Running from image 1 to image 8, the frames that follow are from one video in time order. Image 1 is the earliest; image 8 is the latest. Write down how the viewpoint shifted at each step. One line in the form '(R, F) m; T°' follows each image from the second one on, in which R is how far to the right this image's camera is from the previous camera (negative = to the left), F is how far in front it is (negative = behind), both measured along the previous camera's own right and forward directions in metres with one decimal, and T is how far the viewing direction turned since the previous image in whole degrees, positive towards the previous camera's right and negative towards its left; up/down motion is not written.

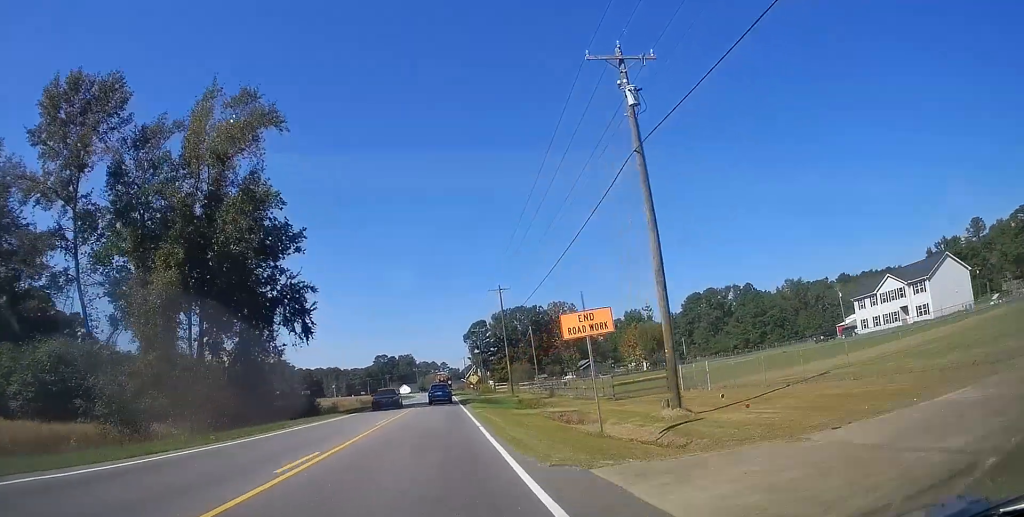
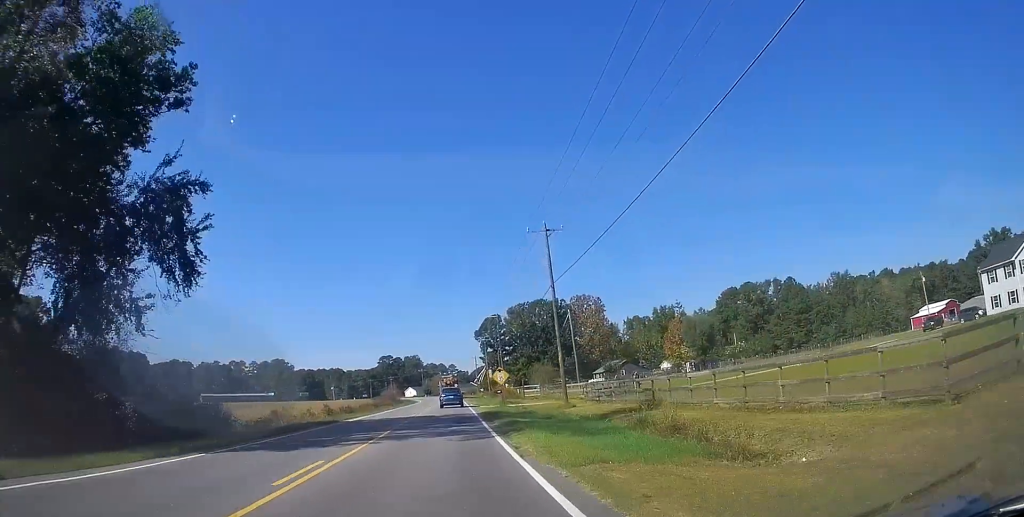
(+0.1, +25.5) m; -1°
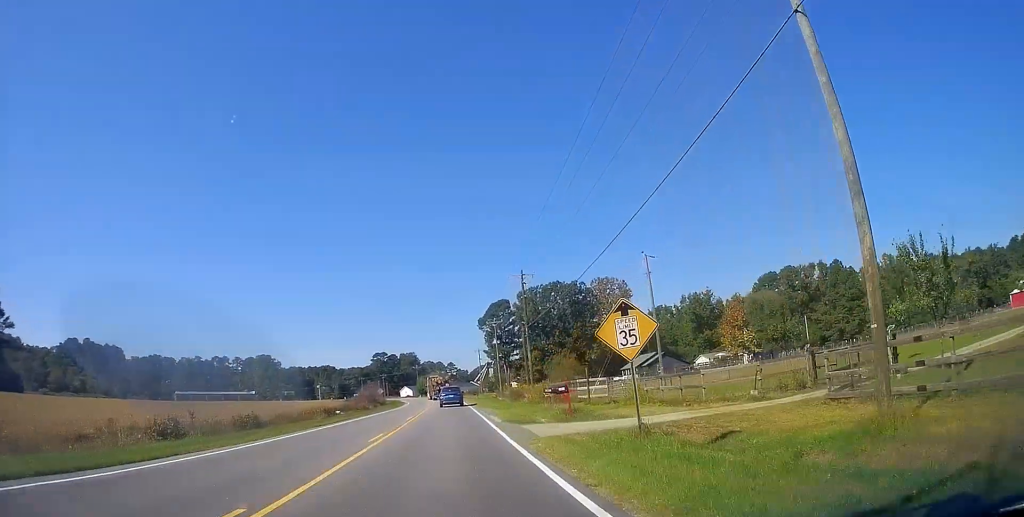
(-0.9, +29.1) m; -2°
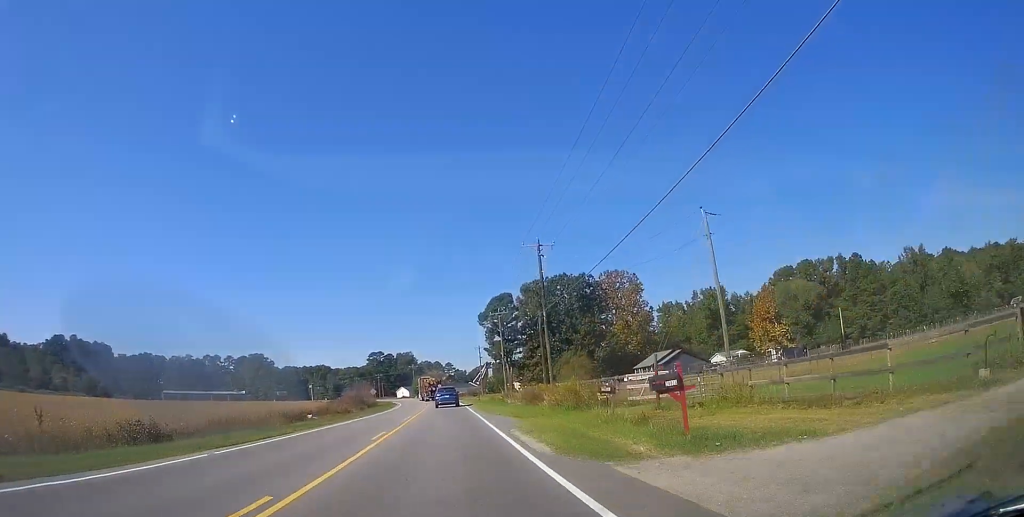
(+0.2, +11.0) m; 0°
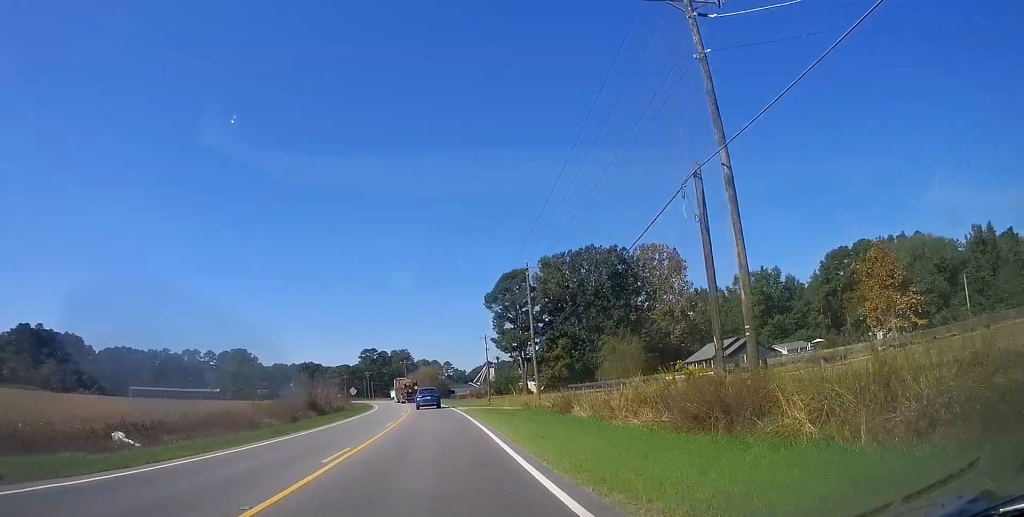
(+0.4, +28.6) m; +1°
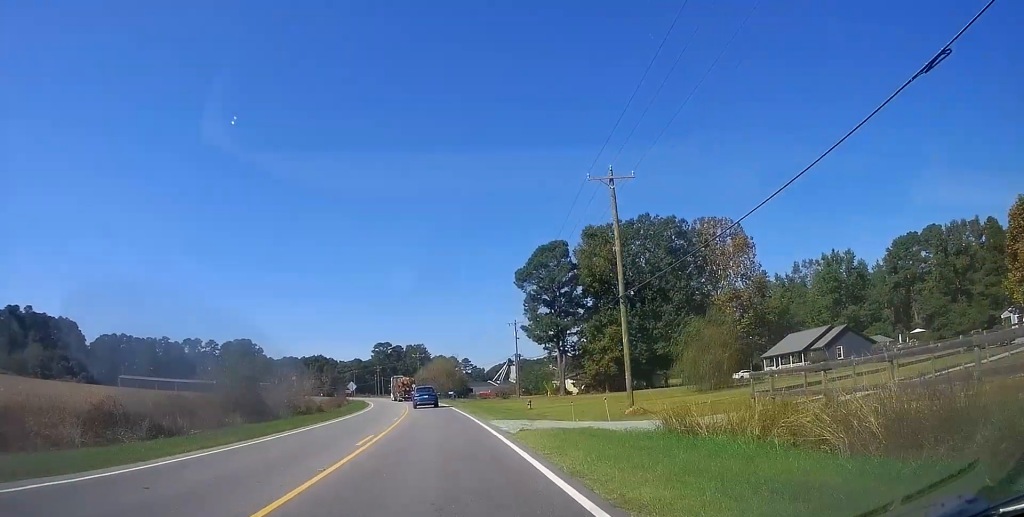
(0.0, +21.1) m; 0°
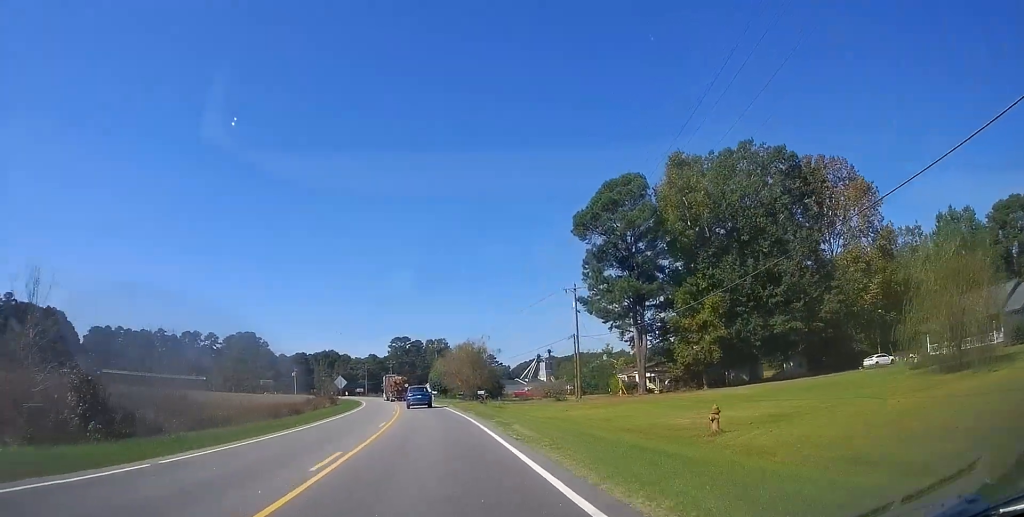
(0.0, +29.4) m; 0°
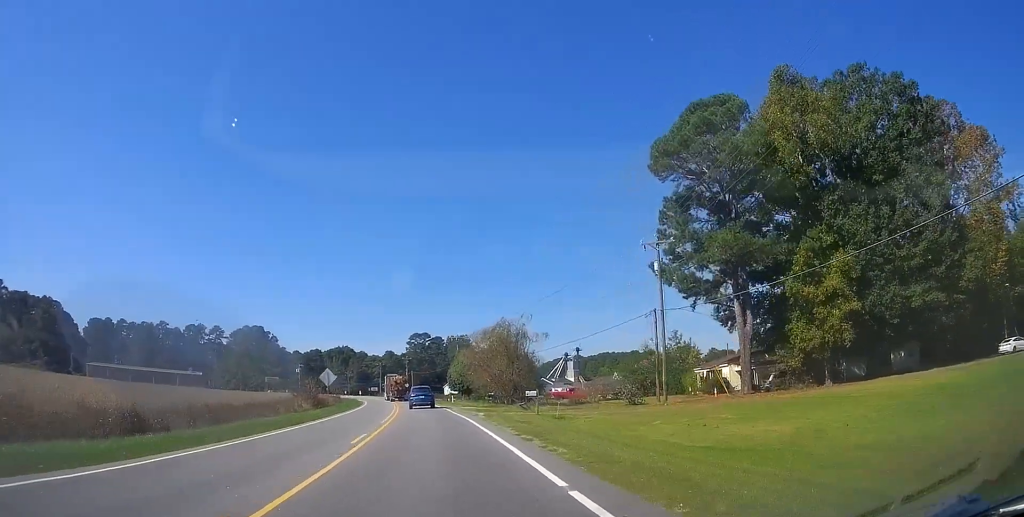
(0.0, +19.8) m; -1°
